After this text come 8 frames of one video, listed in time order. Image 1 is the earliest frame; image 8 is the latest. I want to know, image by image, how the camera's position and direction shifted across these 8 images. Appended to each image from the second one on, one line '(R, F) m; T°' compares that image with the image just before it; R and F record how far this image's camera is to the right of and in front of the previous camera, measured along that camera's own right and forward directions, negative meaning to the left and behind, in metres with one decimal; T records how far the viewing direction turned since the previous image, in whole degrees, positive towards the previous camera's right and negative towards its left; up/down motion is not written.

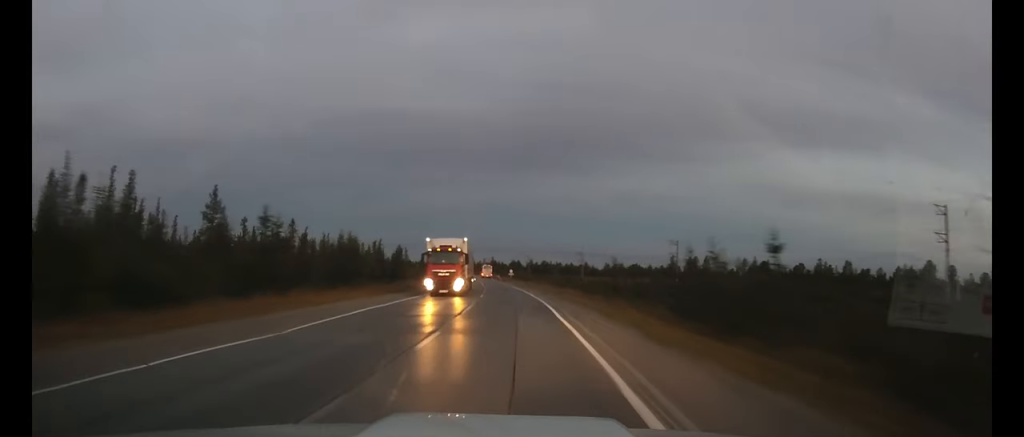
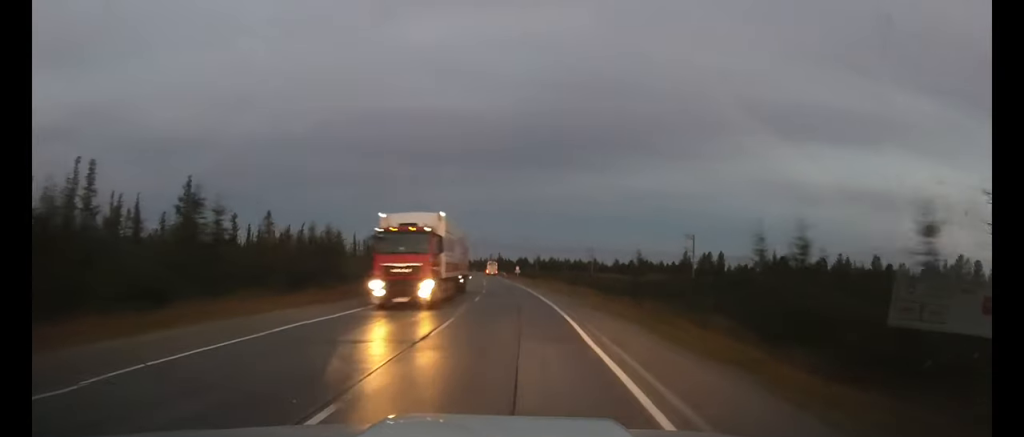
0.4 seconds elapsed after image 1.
(-0.1, +8.1) m; -1°
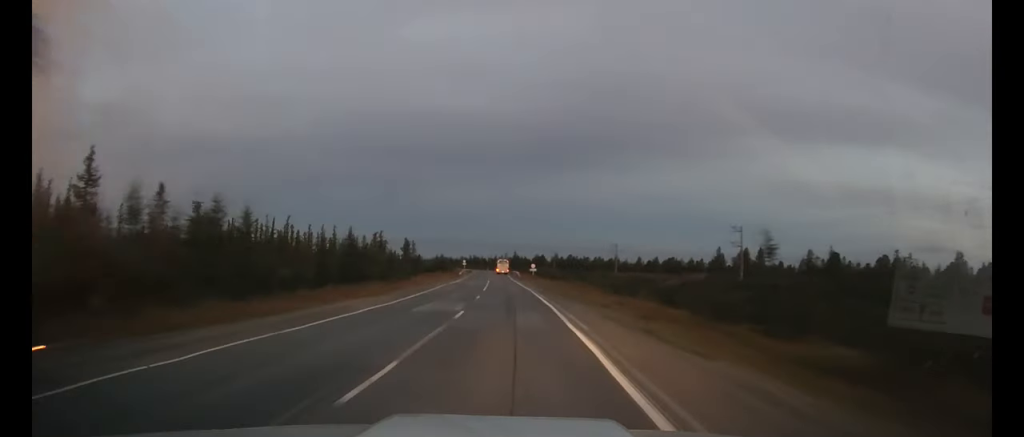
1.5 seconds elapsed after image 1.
(-0.5, +21.3) m; -2°
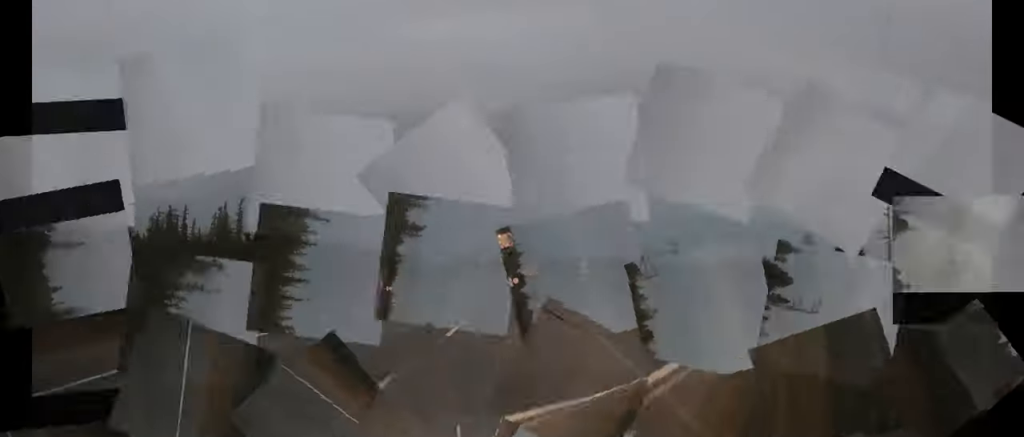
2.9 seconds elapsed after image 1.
(-0.4, +27.2) m; -2°
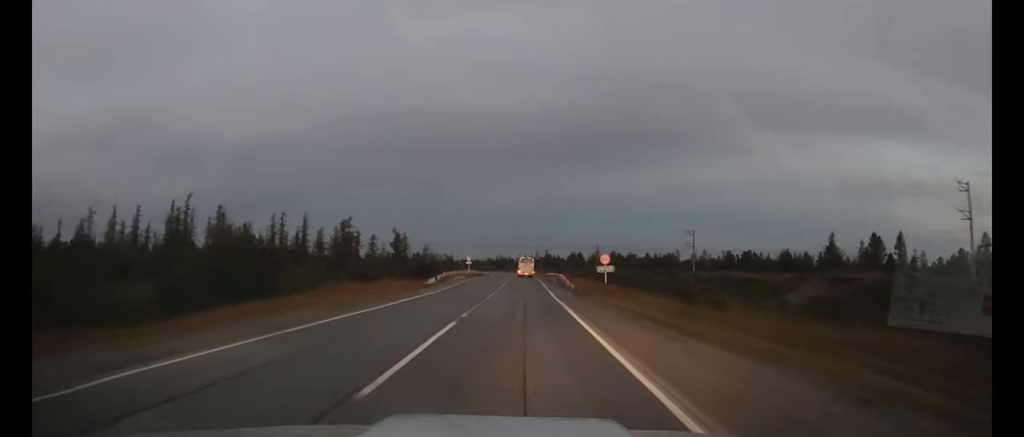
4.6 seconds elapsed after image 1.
(-0.8, +31.8) m; -2°
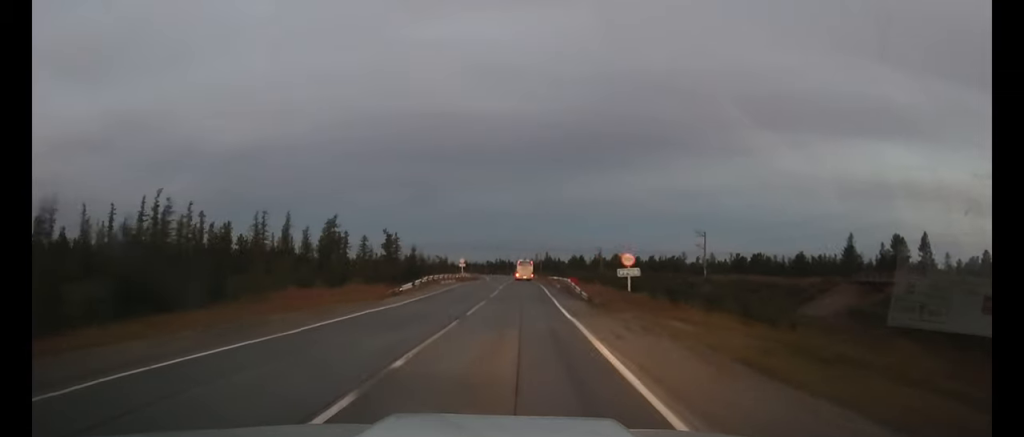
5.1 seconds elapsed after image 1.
(0.0, +9.1) m; 0°
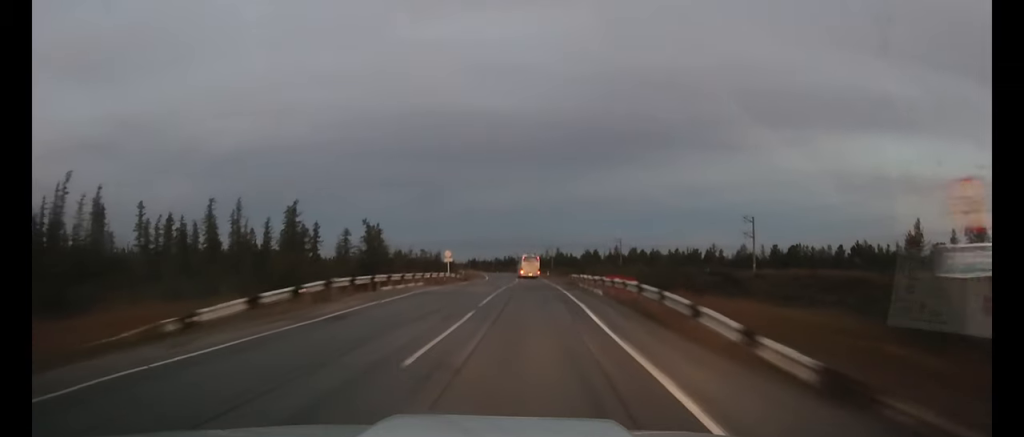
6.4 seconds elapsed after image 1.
(-0.1, +23.6) m; 0°
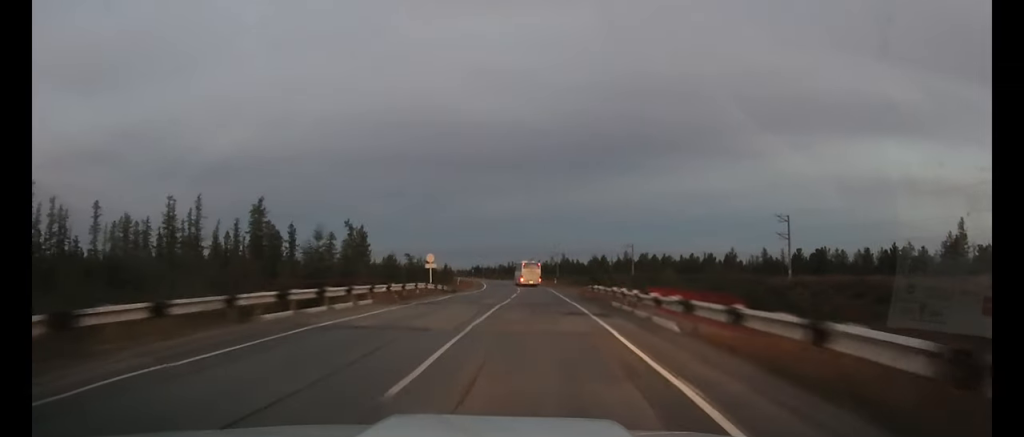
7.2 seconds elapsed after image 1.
(0.0, +13.7) m; 0°
